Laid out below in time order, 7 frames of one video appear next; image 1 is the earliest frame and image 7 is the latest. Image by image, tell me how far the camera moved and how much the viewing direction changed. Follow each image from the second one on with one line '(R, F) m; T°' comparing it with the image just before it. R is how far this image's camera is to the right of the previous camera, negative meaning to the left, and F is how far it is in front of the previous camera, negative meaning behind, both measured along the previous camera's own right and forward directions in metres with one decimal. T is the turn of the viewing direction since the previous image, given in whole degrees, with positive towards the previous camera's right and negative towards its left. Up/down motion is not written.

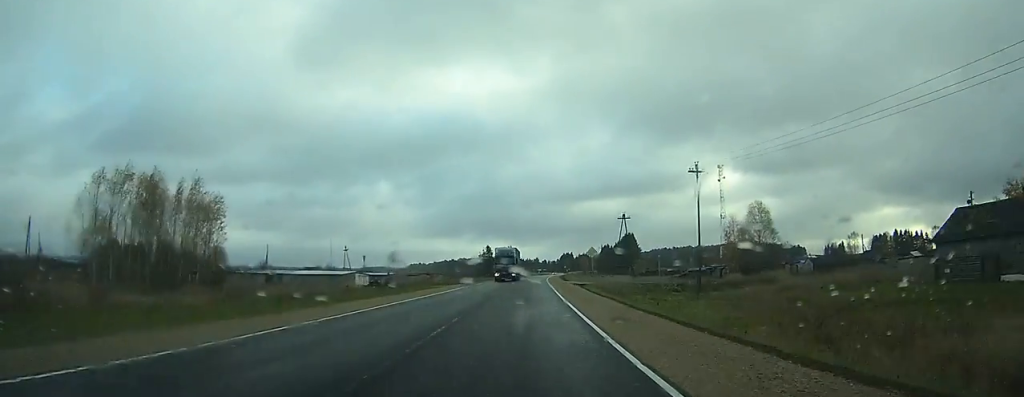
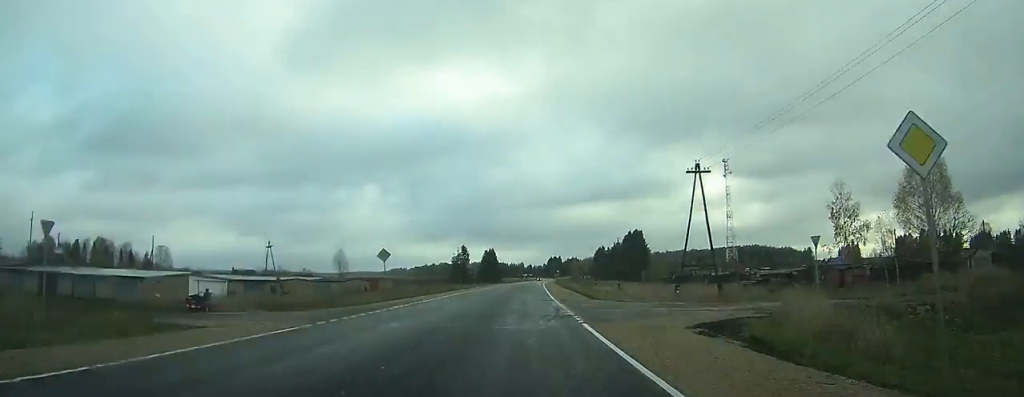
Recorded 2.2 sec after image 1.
(+0.3, +45.2) m; +1°
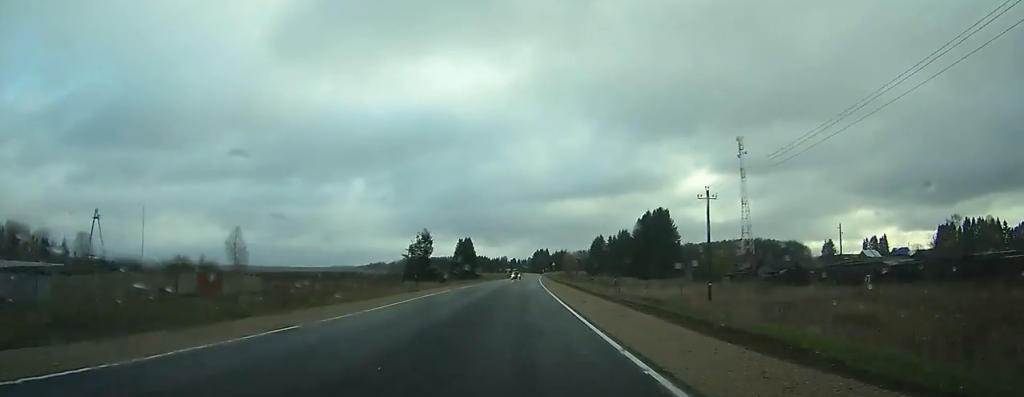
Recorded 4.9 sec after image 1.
(+1.2, +55.0) m; +2°
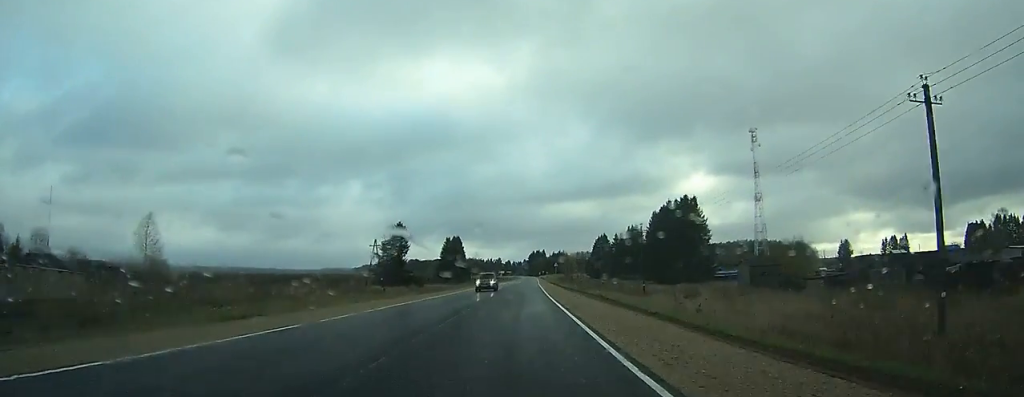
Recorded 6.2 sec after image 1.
(+0.4, +27.6) m; +1°
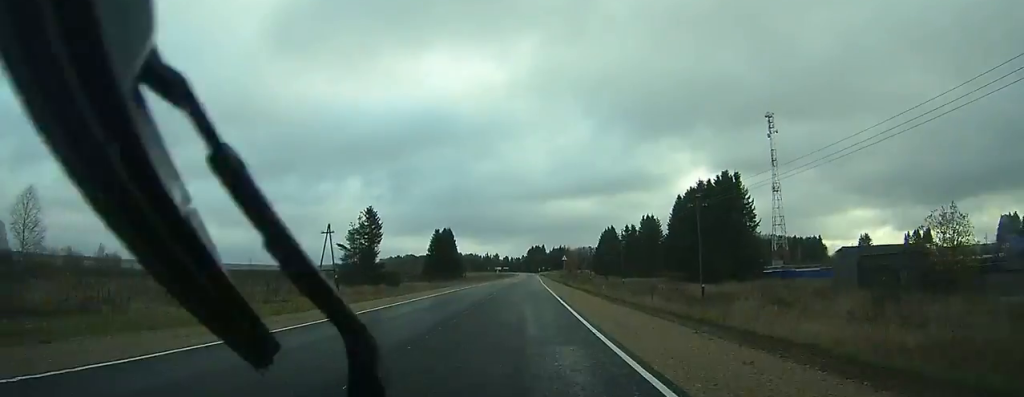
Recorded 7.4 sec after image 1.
(0.0, +24.9) m; 0°
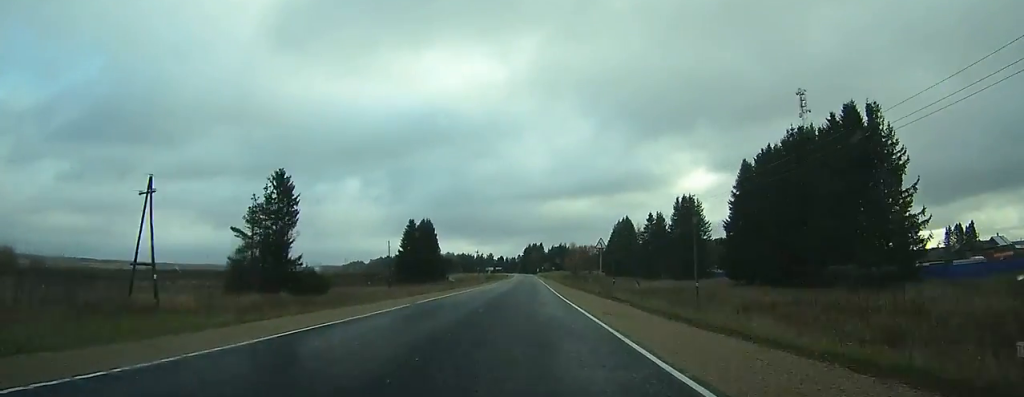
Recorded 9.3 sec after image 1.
(+0.2, +40.1) m; +1°
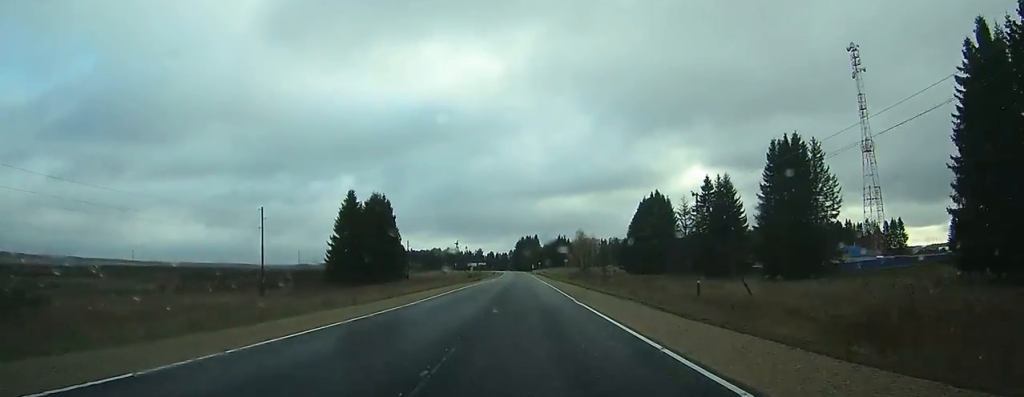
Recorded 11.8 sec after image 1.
(+0.5, +51.4) m; +1°
